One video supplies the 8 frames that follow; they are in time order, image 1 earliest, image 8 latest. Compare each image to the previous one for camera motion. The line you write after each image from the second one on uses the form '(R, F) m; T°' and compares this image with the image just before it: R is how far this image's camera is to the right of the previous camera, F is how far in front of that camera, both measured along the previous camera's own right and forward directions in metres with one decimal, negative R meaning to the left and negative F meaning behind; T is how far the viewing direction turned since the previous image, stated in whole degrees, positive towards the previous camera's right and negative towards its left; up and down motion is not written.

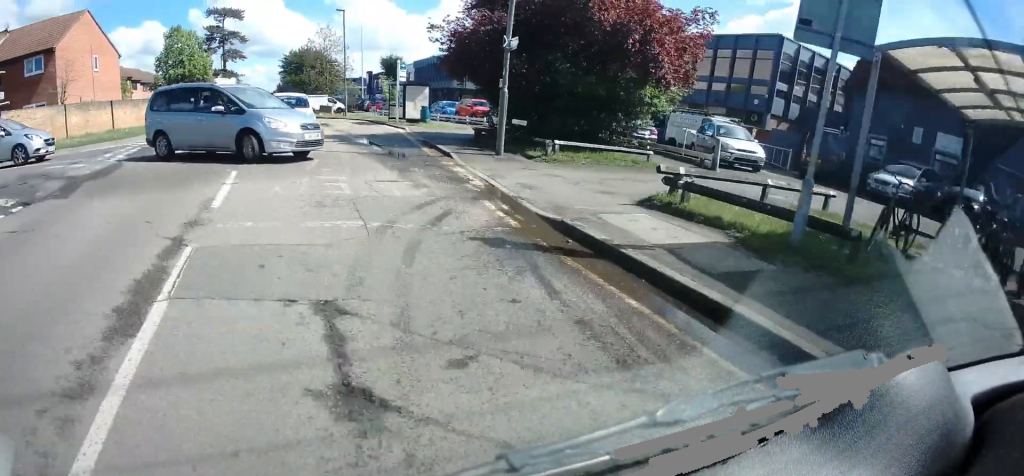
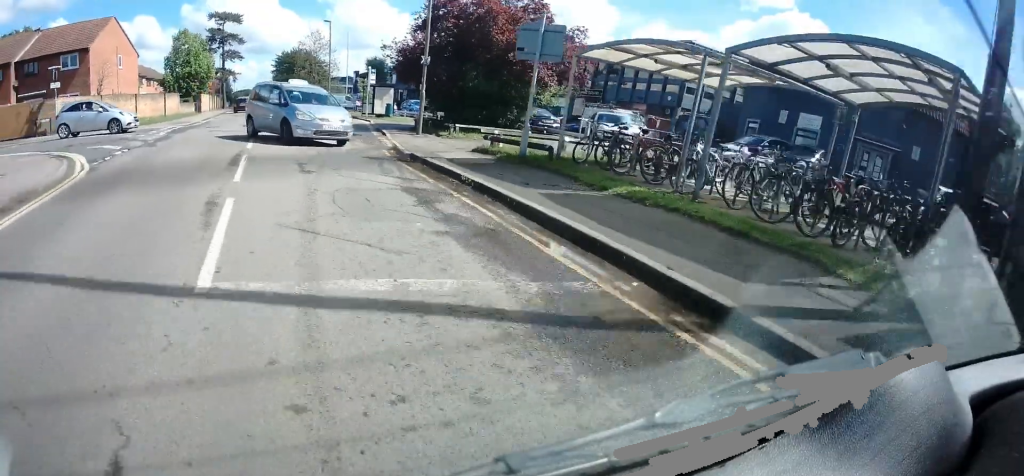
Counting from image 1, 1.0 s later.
(+0.2, +7.4) m; +1°
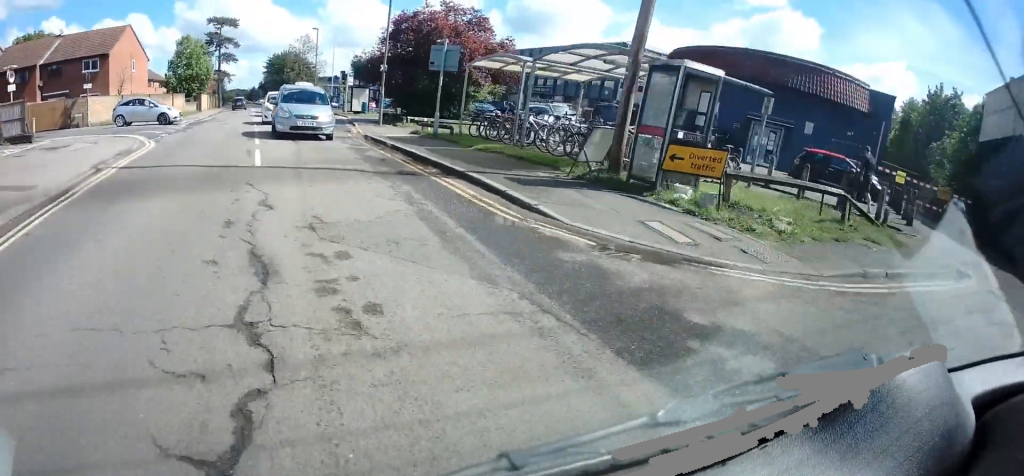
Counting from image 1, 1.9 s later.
(-0.1, +6.7) m; -1°
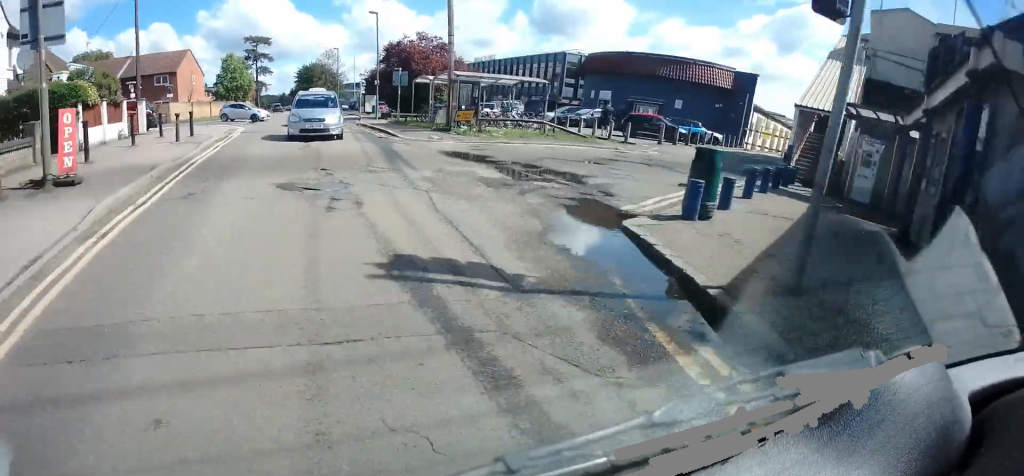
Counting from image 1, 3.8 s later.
(-0.1, +15.0) m; +2°
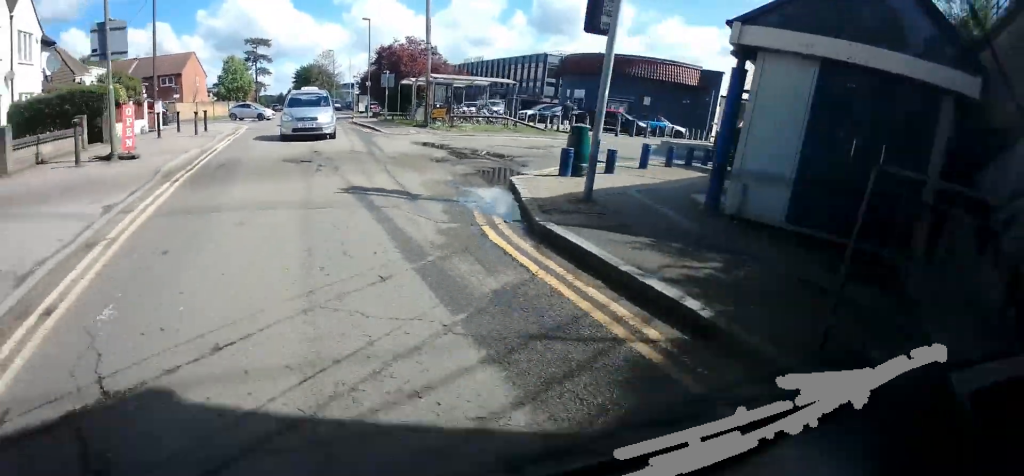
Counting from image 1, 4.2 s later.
(+0.2, +3.4) m; 0°
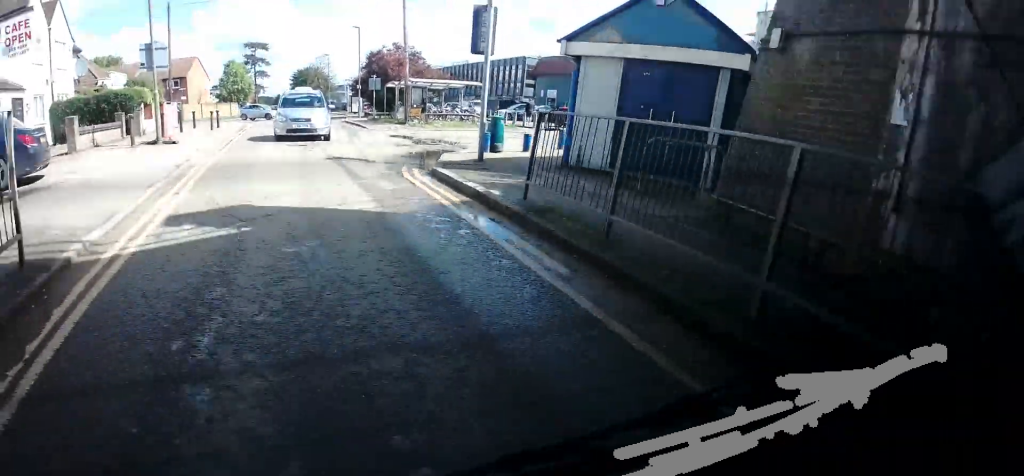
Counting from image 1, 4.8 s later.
(0.0, +3.7) m; -1°
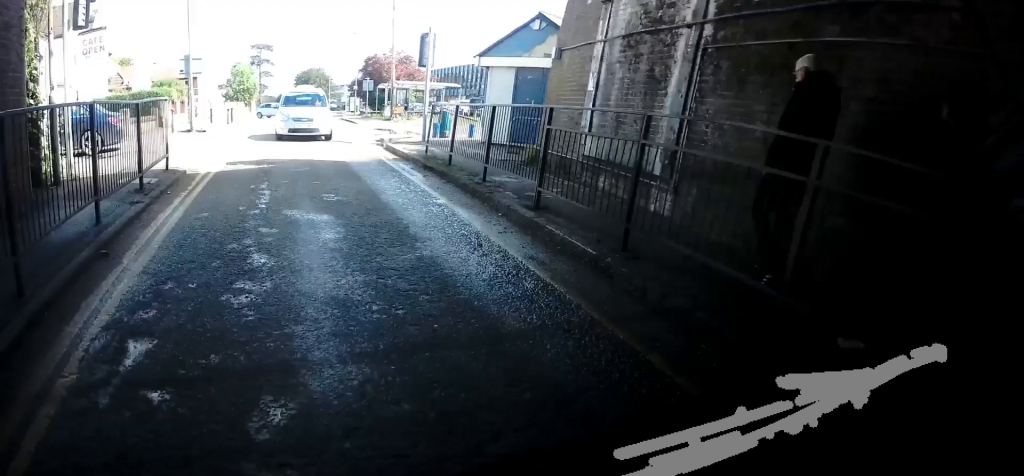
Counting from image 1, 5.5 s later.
(-0.2, +3.9) m; -3°
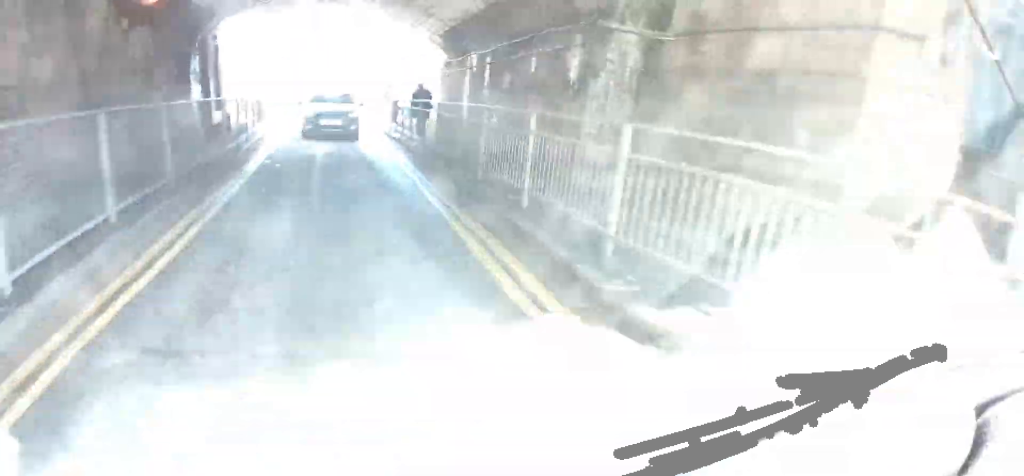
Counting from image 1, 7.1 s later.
(-0.2, +10.4) m; -1°
